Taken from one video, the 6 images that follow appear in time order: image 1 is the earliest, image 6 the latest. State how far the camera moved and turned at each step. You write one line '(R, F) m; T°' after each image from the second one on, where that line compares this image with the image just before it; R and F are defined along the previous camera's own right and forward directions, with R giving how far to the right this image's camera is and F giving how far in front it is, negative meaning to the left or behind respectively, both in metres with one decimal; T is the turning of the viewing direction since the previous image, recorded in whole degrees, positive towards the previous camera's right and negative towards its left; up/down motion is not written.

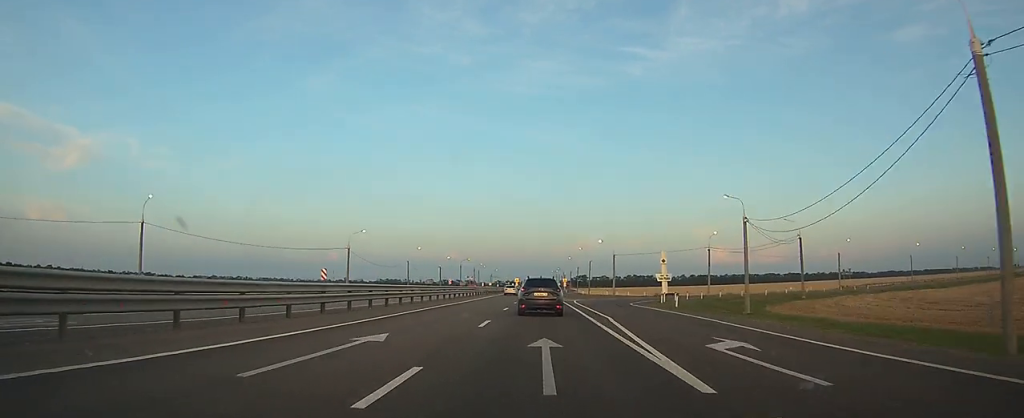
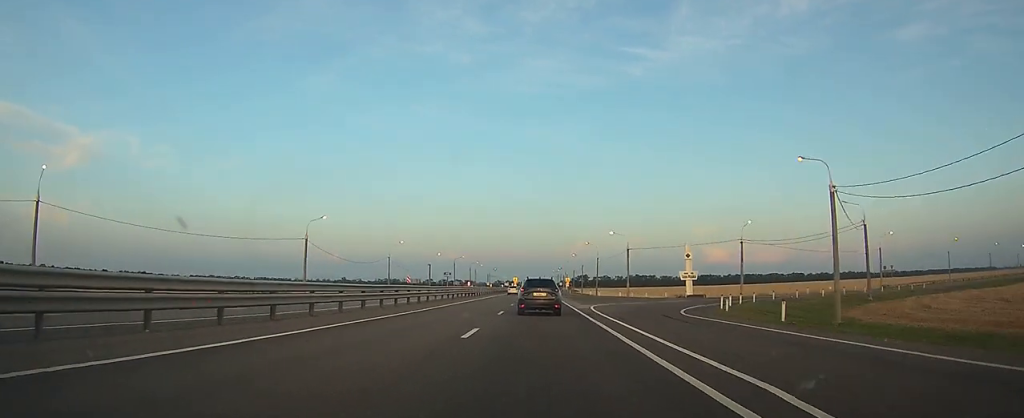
(0.0, +16.1) m; 0°
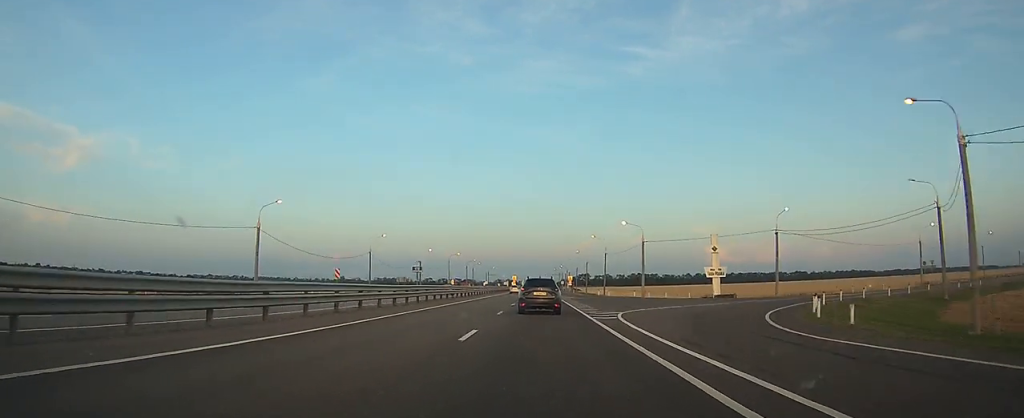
(0.0, +12.6) m; 0°
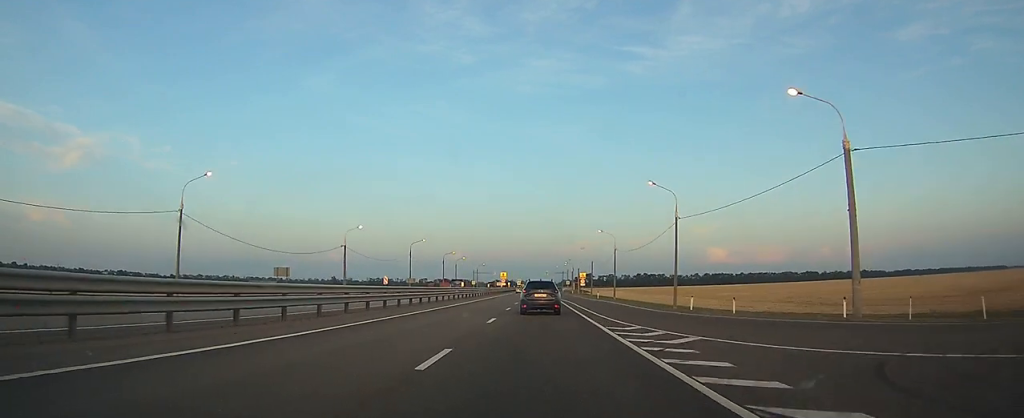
(-0.4, +52.0) m; -1°
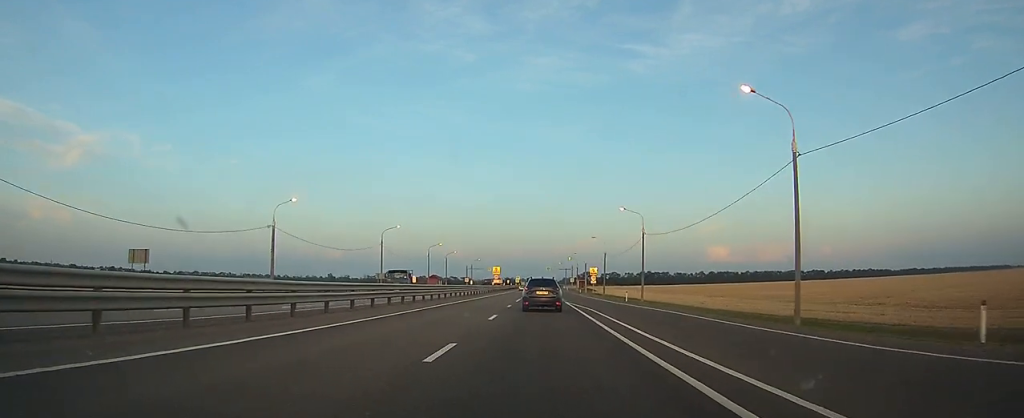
(0.0, +22.8) m; 0°
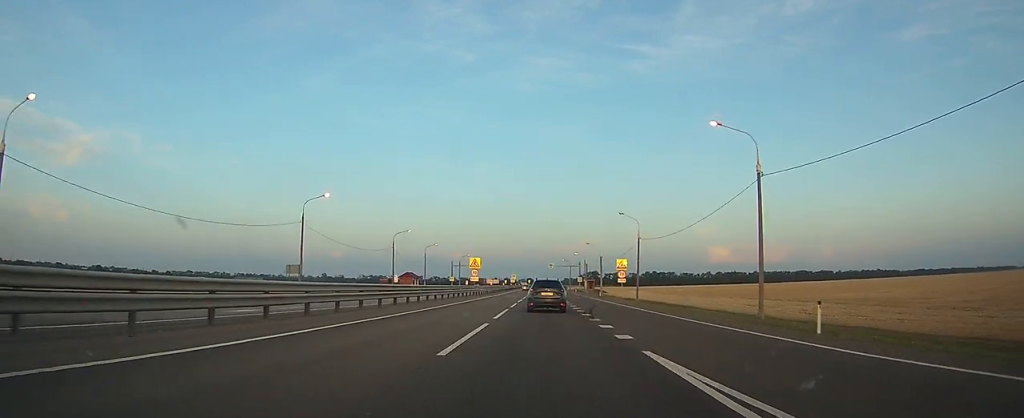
(-0.1, +34.1) m; 0°
